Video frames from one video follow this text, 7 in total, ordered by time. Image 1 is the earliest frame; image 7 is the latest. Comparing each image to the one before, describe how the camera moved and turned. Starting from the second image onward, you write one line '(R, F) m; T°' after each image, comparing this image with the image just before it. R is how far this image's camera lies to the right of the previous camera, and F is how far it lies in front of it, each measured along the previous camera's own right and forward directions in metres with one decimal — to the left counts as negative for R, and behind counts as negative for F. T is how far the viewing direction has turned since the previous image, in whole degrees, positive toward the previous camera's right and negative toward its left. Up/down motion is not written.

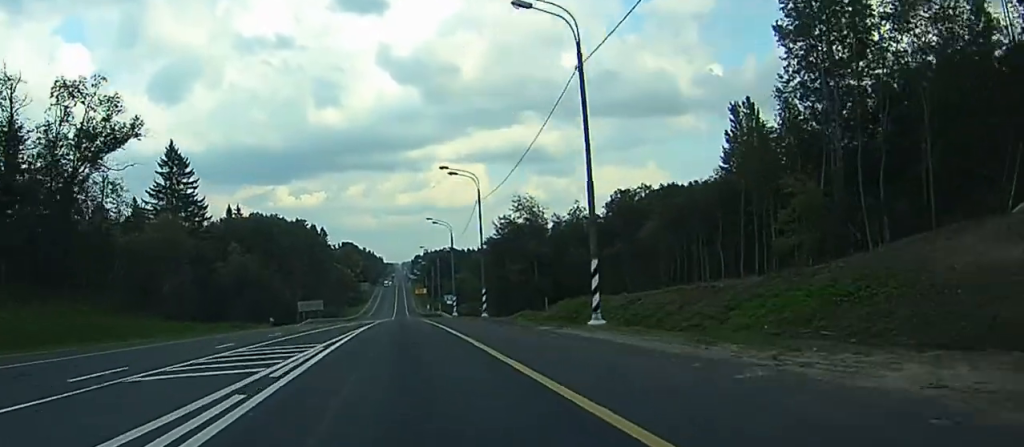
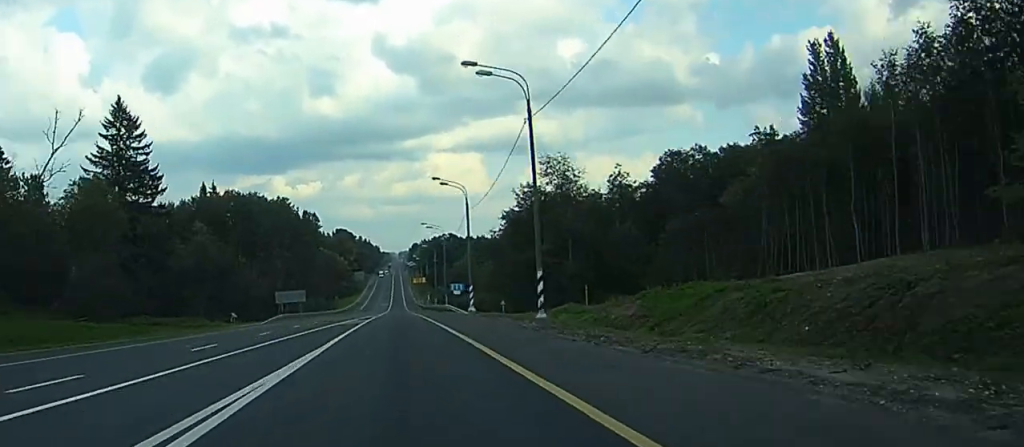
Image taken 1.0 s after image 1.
(-0.1, +26.2) m; 0°
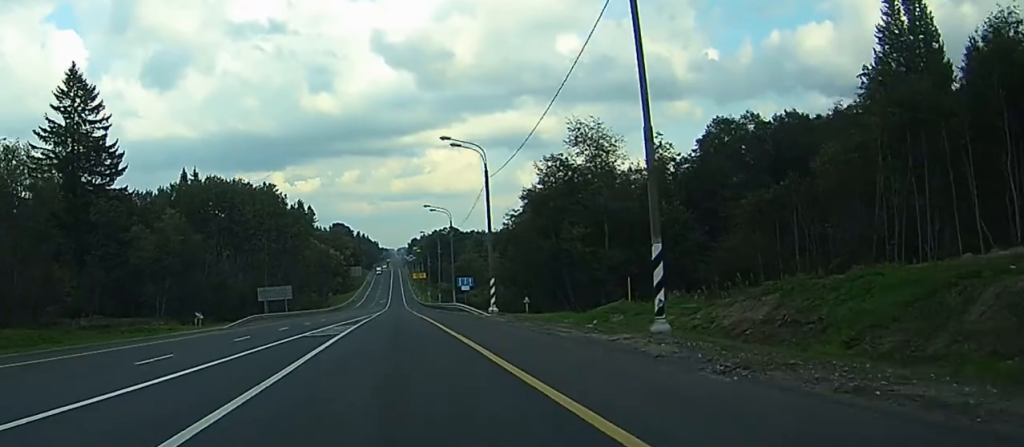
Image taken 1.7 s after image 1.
(+0.1, +16.9) m; 0°
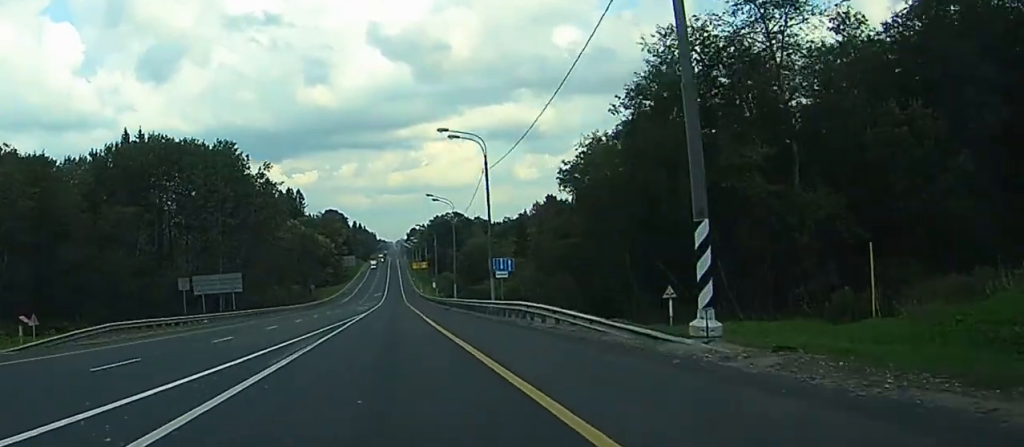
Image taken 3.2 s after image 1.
(+0.2, +38.2) m; 0°
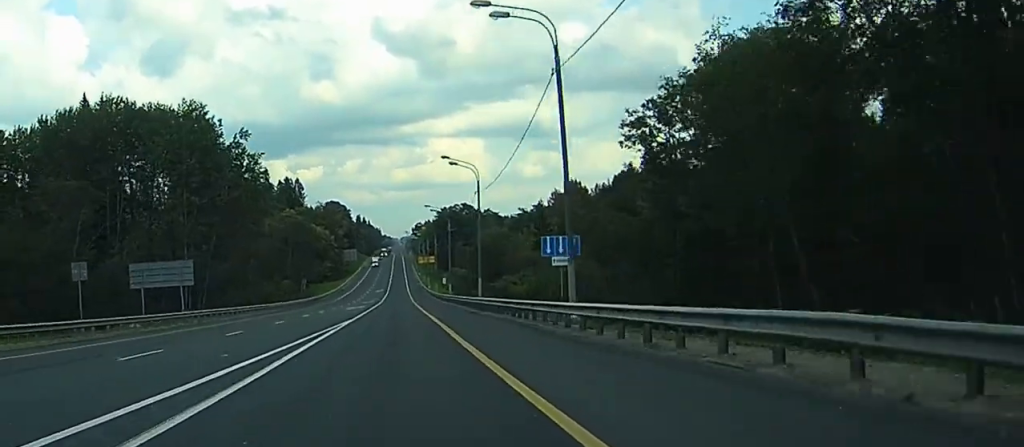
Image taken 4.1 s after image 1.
(0.0, +22.1) m; 0°
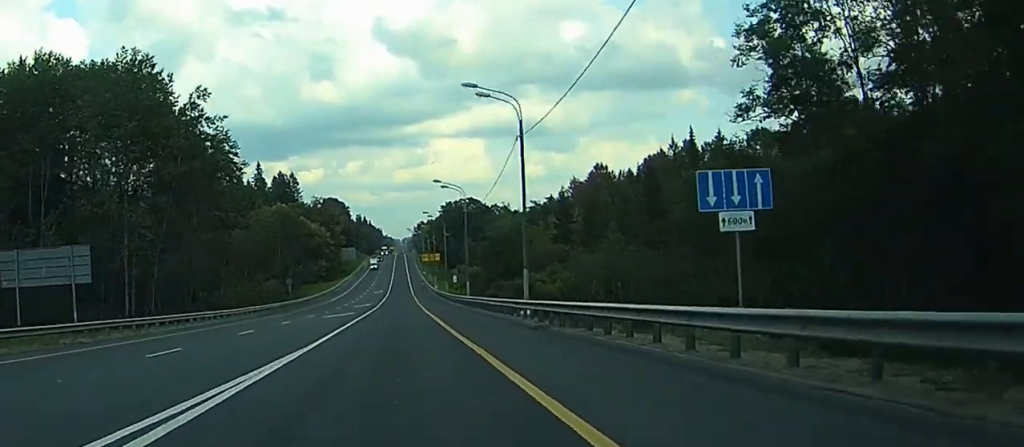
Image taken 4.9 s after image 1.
(-0.1, +22.3) m; 0°
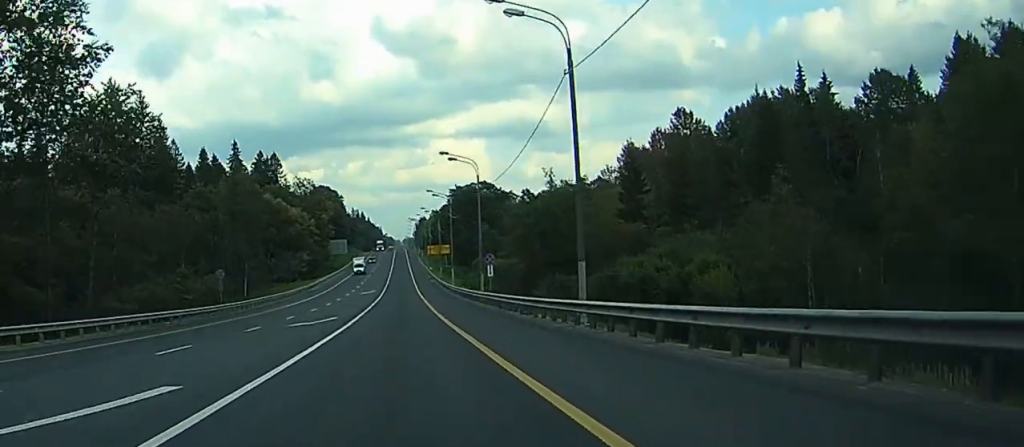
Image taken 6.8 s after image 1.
(+0.3, +47.4) m; 0°
